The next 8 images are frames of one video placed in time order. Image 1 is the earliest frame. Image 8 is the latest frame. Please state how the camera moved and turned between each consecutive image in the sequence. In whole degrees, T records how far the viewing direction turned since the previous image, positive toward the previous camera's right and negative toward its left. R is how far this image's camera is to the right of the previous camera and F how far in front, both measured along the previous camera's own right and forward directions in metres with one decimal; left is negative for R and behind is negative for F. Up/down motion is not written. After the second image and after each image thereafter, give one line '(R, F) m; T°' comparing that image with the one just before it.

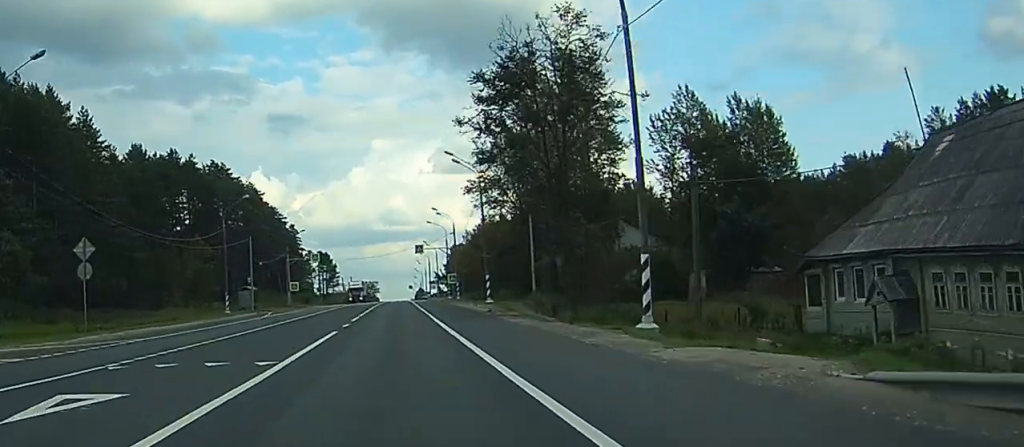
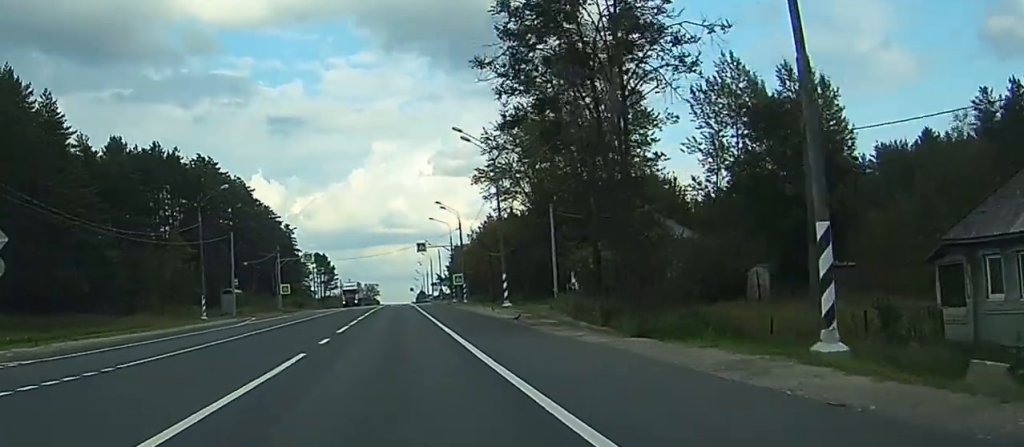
(0.0, +10.2) m; 0°
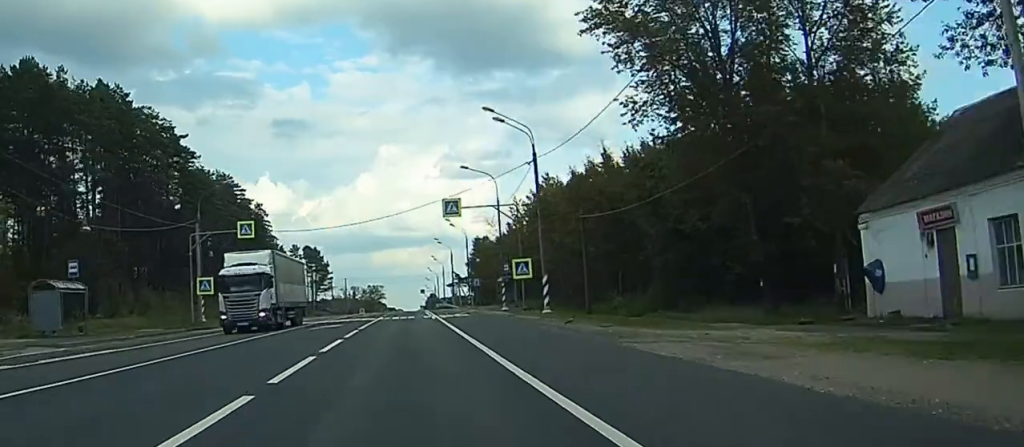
(0.0, +49.0) m; 0°
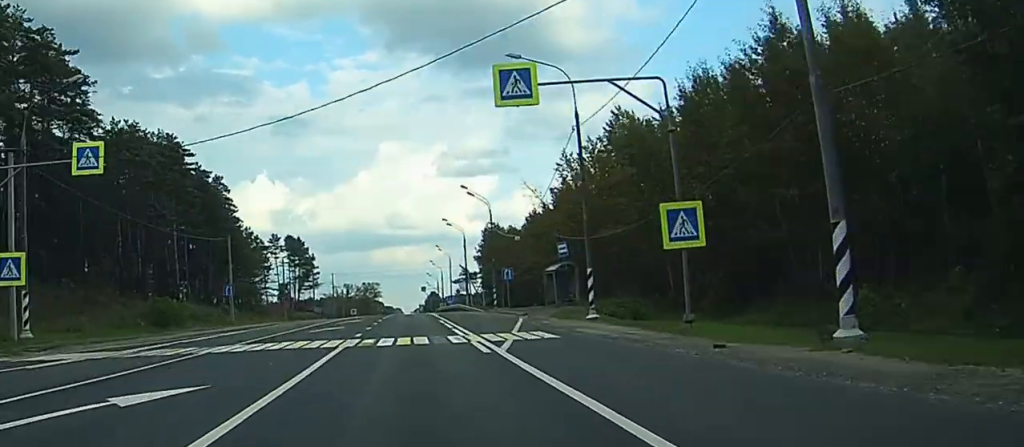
(+0.2, +31.5) m; 0°
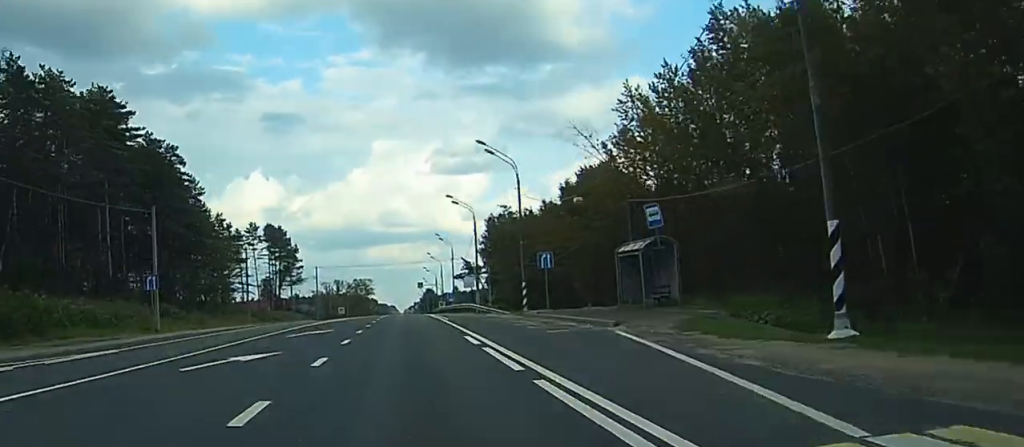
(-0.1, +21.8) m; 0°
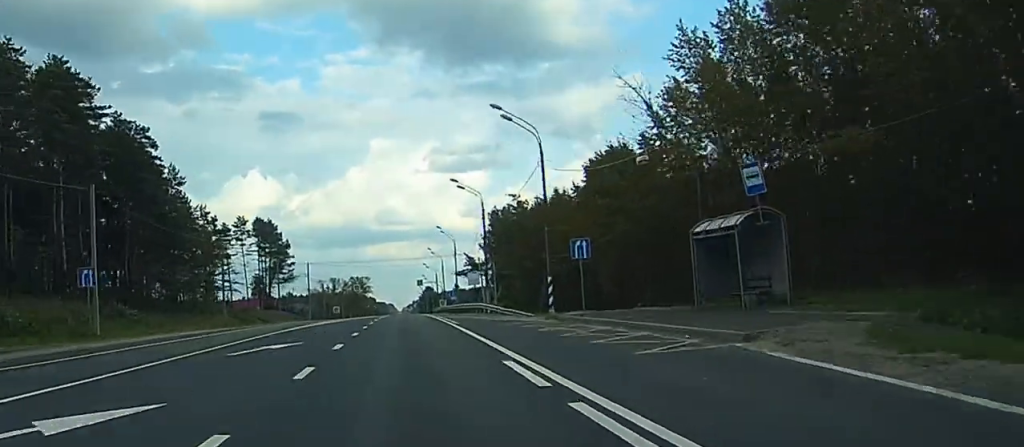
(0.0, +10.7) m; 0°
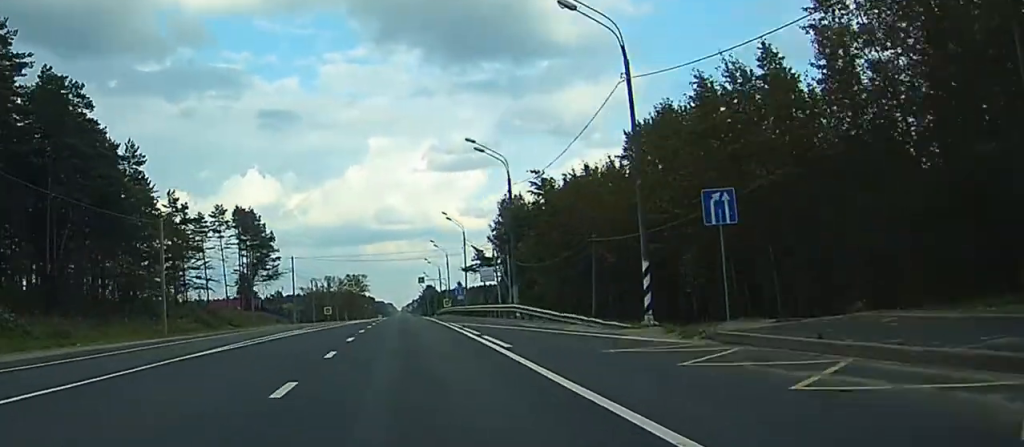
(+0.1, +18.7) m; 0°
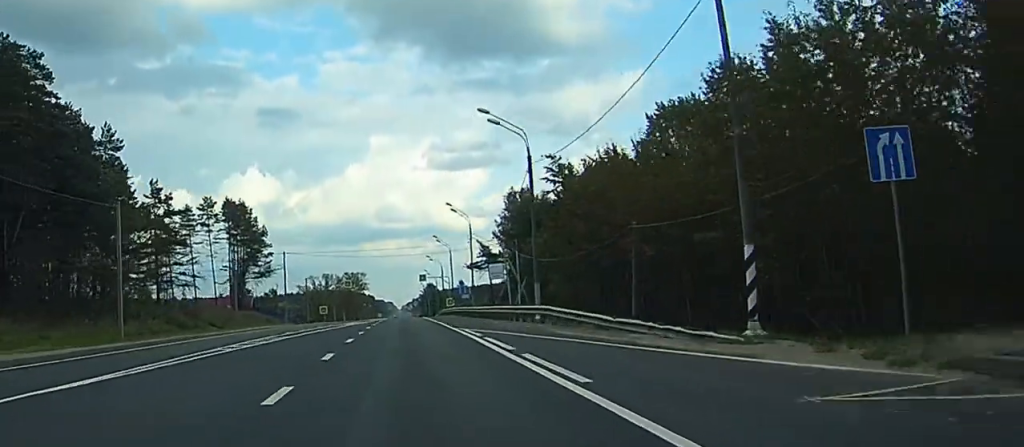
(0.0, +8.7) m; 0°
